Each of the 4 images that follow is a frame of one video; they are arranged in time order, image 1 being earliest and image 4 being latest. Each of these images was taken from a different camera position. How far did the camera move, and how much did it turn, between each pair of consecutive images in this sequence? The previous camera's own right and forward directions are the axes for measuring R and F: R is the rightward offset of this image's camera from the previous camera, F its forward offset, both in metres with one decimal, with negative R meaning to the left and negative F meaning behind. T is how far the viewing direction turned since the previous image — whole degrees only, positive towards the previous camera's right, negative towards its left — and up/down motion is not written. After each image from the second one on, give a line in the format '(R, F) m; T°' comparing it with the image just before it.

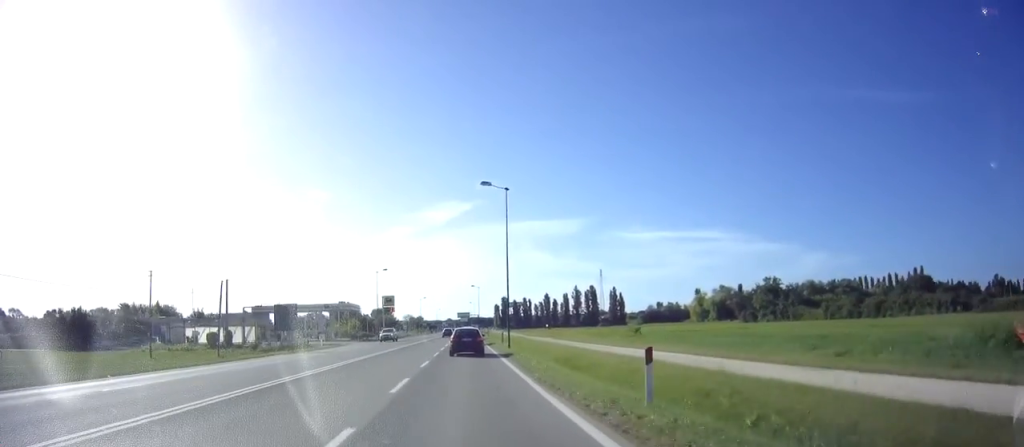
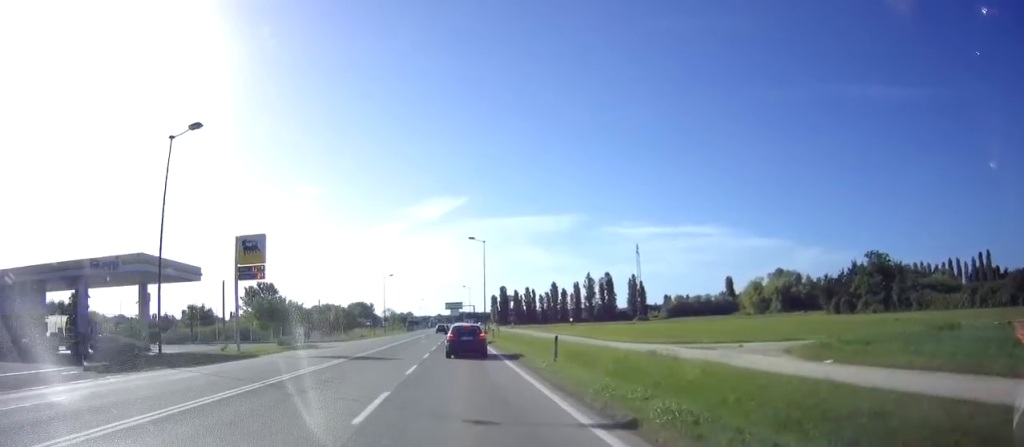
(+0.2, +56.4) m; +1°
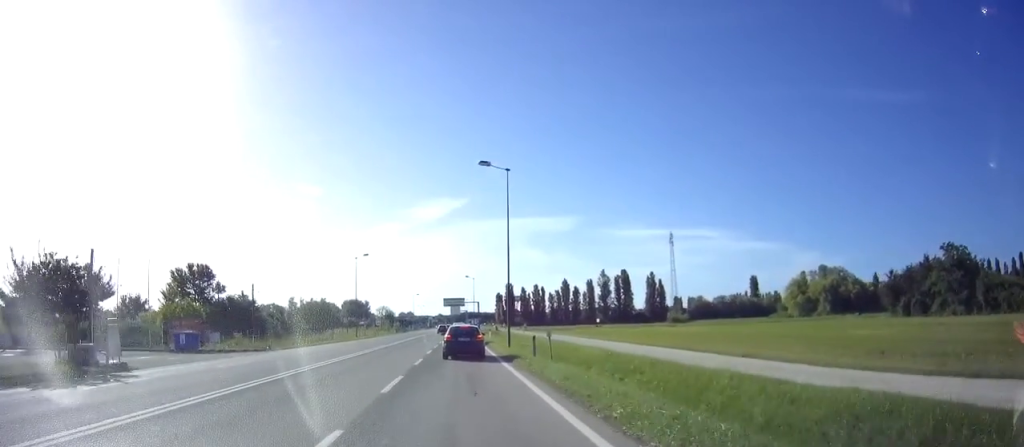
(0.0, +26.5) m; 0°
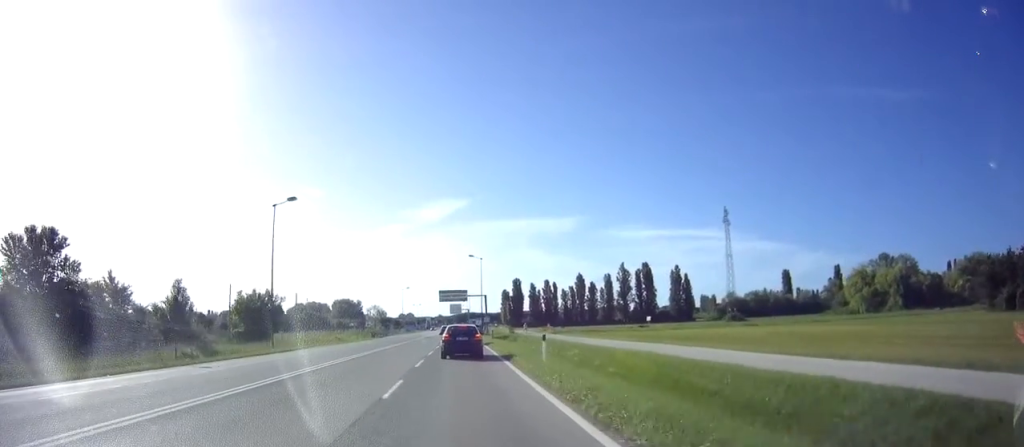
(-0.3, +31.2) m; 0°
